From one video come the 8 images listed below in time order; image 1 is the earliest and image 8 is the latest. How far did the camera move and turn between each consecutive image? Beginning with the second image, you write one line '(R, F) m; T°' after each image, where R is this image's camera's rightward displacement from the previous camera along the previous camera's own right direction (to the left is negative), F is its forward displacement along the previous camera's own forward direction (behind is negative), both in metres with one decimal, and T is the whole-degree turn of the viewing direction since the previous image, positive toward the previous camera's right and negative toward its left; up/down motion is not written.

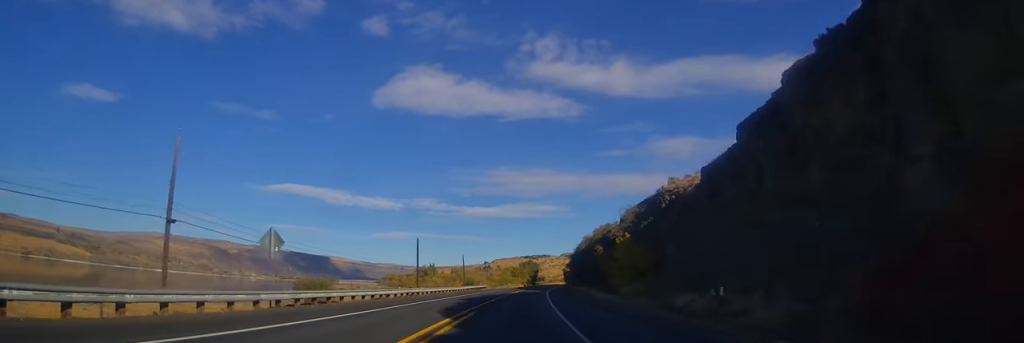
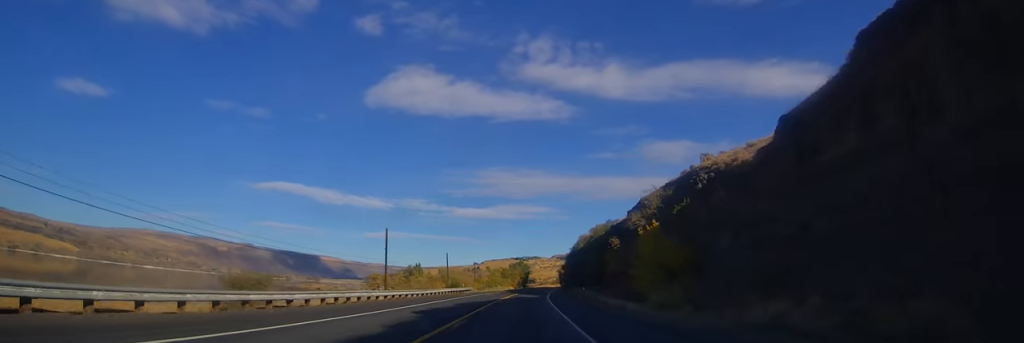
(-0.1, +16.2) m; 0°
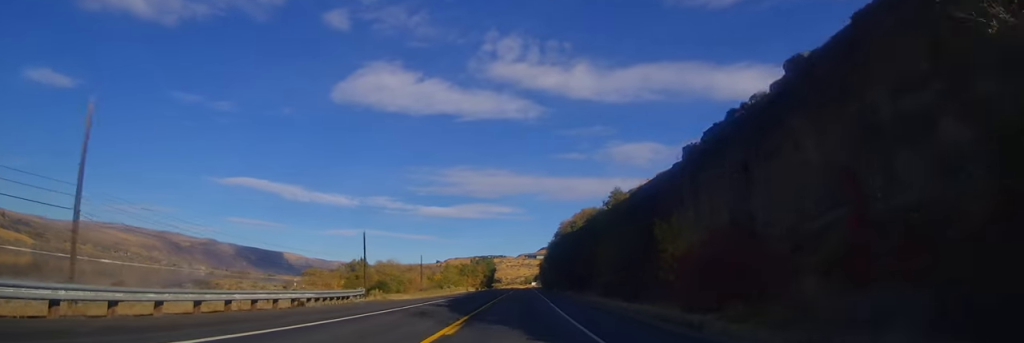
(+1.4, +49.8) m; +5°
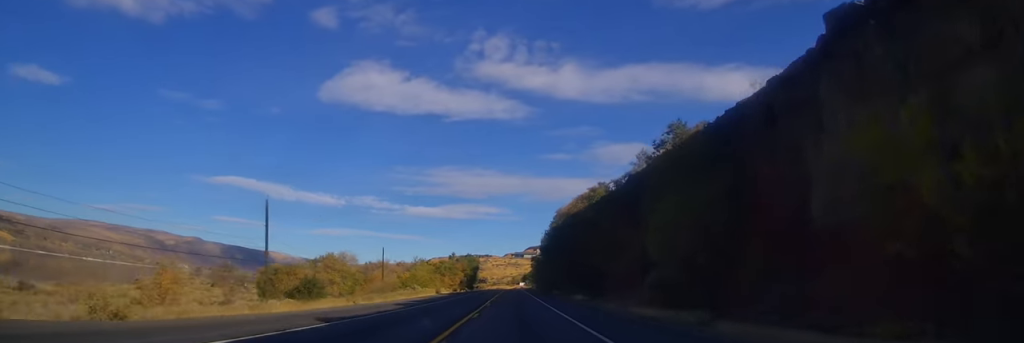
(+0.3, +29.6) m; 0°
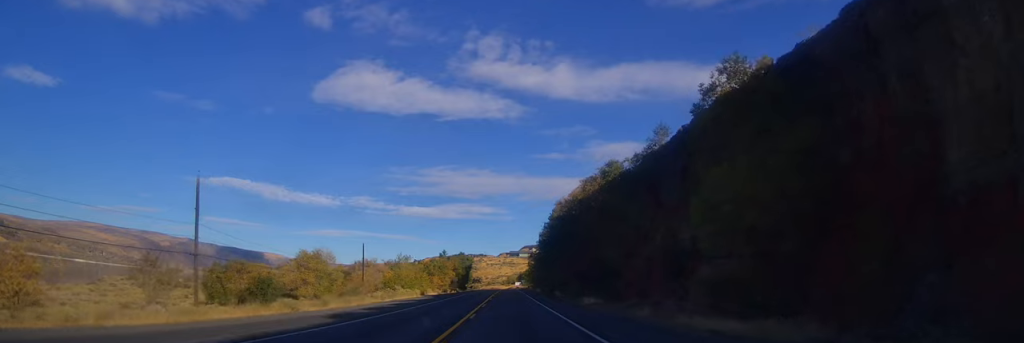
(-0.2, +11.6) m; 0°
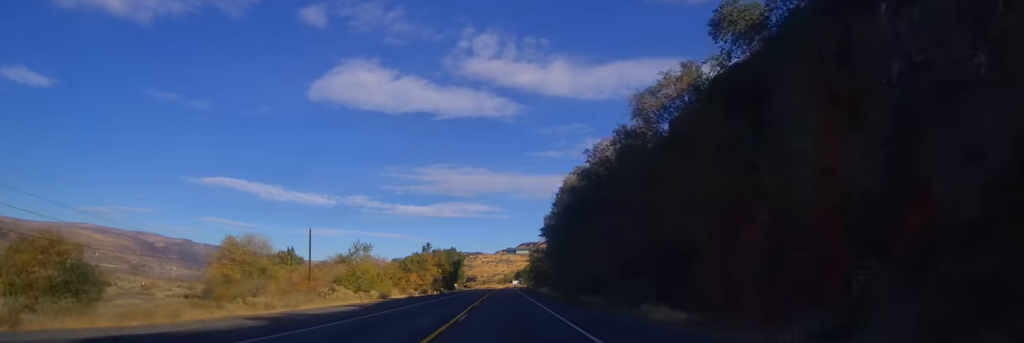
(+0.4, +26.1) m; +2°
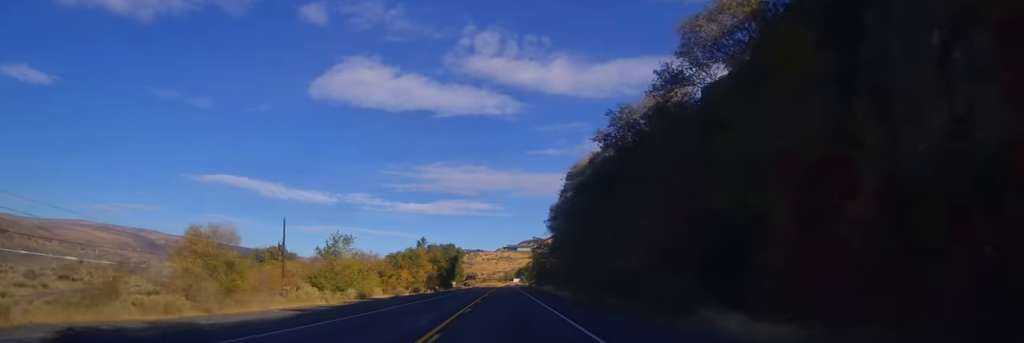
(+0.1, +9.4) m; 0°
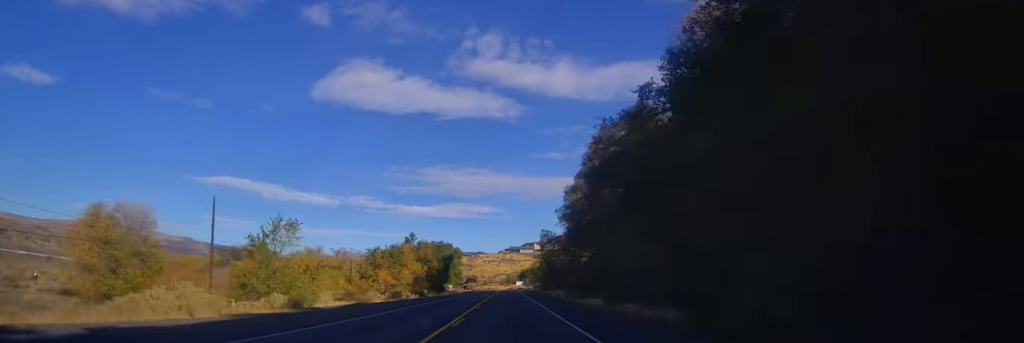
(+0.1, +17.4) m; 0°
